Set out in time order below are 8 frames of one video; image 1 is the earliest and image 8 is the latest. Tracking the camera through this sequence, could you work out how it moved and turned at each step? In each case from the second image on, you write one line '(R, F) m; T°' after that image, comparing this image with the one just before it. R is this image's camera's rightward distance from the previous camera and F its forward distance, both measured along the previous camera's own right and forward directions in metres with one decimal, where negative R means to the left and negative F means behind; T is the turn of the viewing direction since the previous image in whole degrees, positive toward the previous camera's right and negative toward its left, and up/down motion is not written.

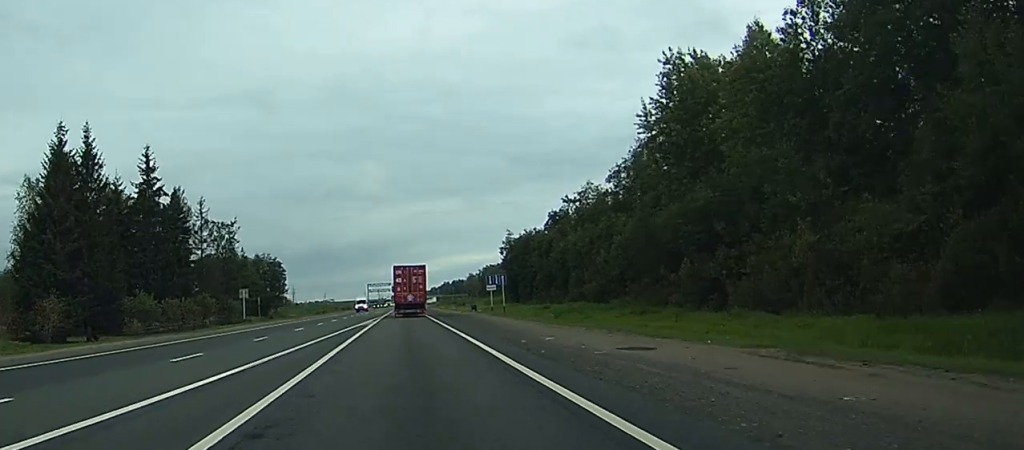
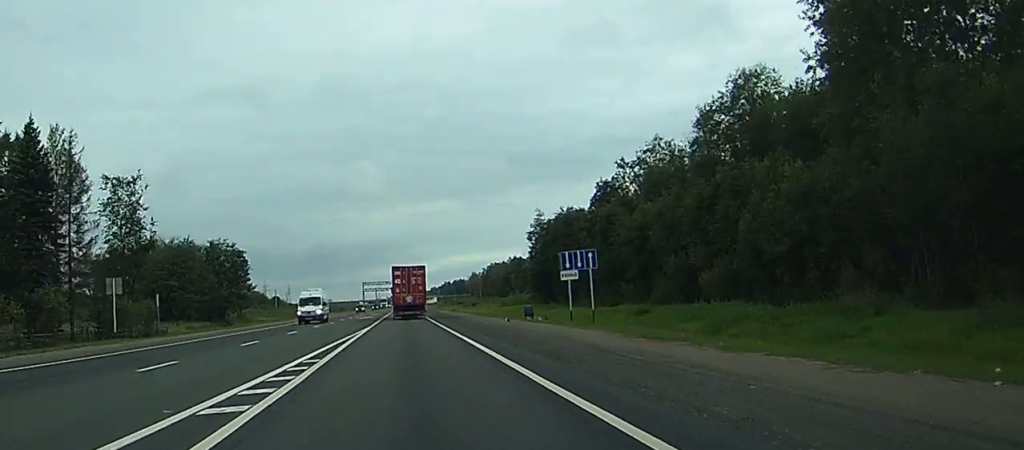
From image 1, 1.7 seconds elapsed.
(+0.1, +38.6) m; 0°
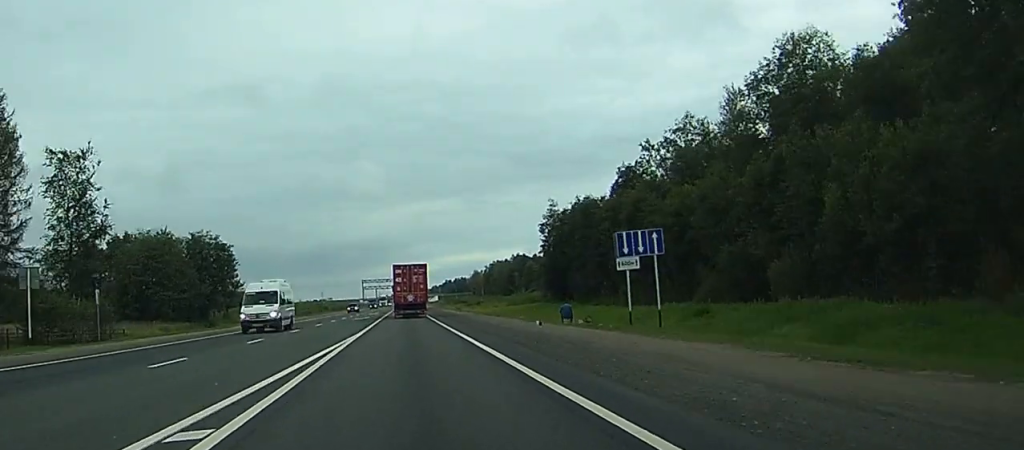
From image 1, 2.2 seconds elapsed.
(+0.1, +11.2) m; 0°
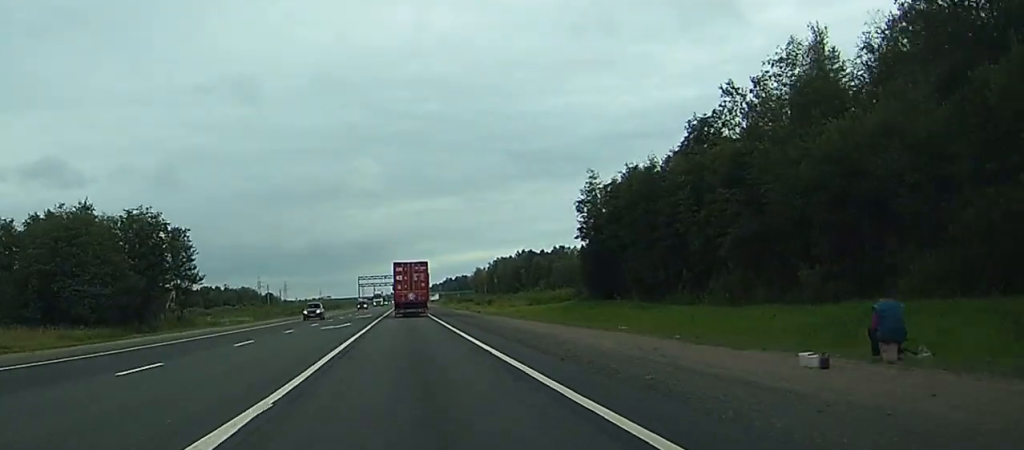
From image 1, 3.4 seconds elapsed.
(-0.1, +26.3) m; 0°
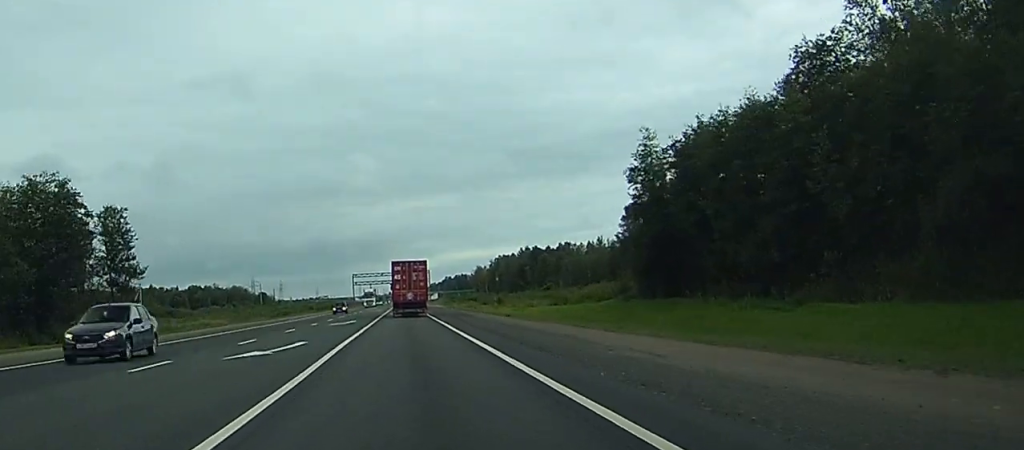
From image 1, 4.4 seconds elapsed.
(0.0, +23.3) m; 0°
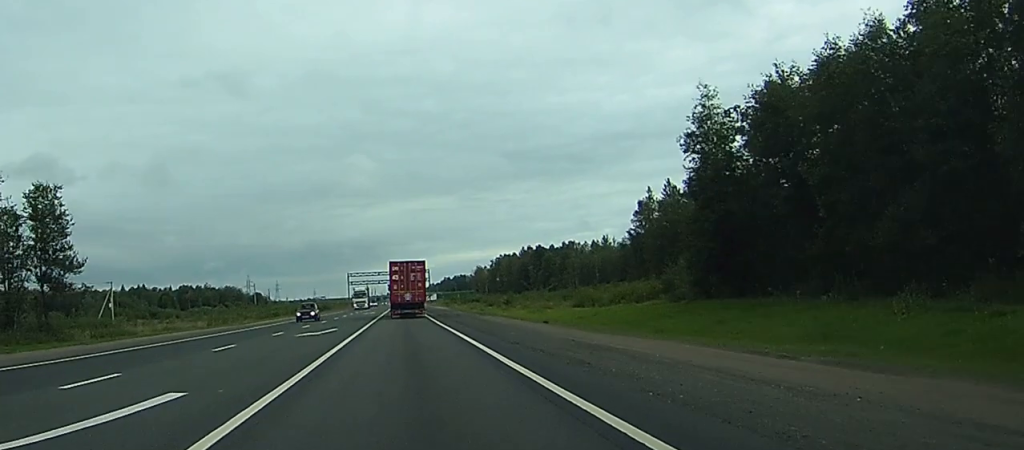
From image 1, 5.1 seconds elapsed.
(0.0, +15.8) m; 0°
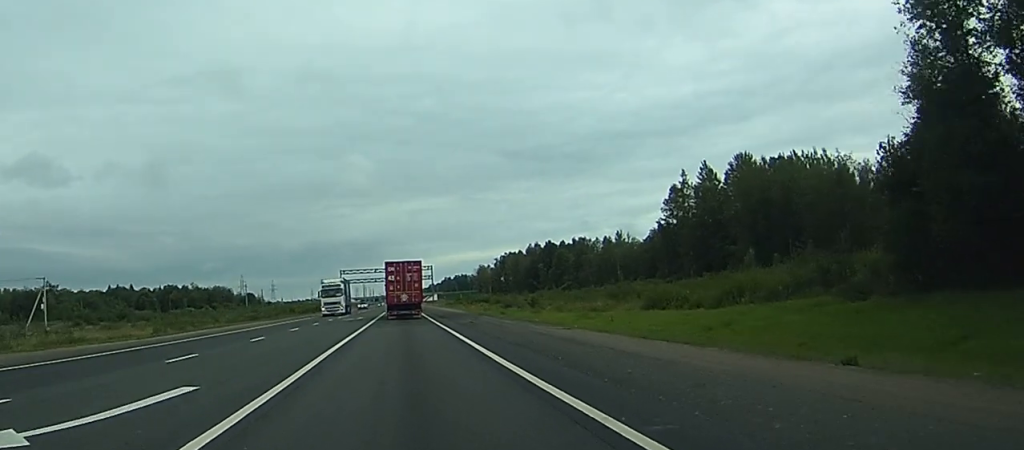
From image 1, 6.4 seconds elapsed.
(+0.1, +29.2) m; 0°
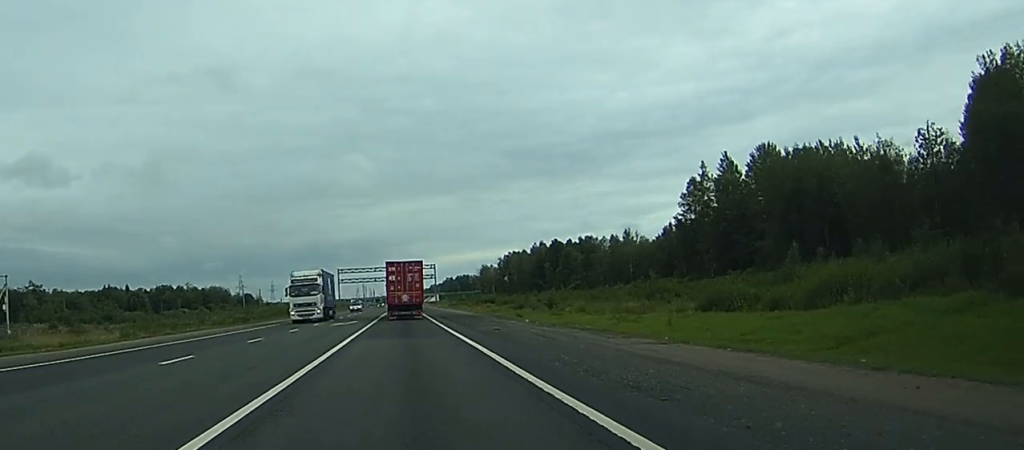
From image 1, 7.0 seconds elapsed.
(0.0, +12.7) m; 0°
